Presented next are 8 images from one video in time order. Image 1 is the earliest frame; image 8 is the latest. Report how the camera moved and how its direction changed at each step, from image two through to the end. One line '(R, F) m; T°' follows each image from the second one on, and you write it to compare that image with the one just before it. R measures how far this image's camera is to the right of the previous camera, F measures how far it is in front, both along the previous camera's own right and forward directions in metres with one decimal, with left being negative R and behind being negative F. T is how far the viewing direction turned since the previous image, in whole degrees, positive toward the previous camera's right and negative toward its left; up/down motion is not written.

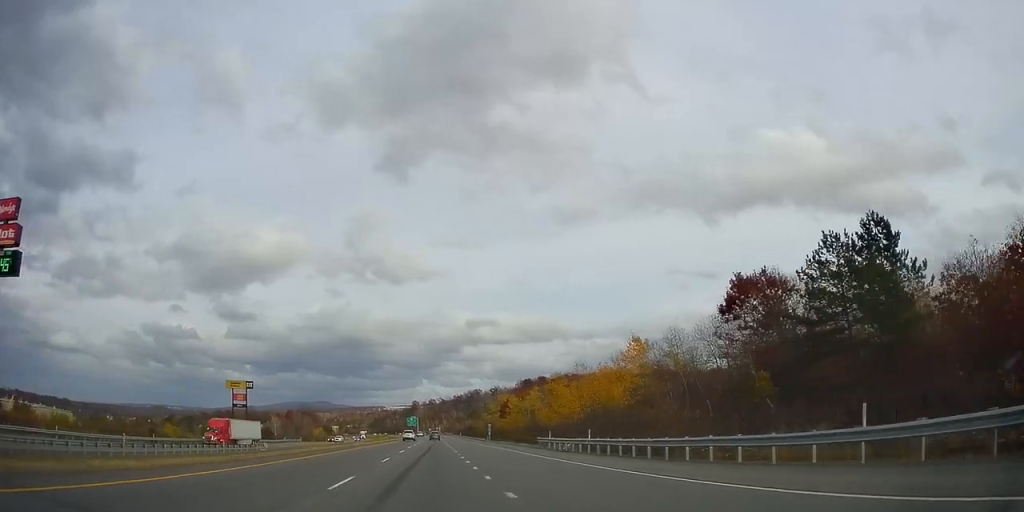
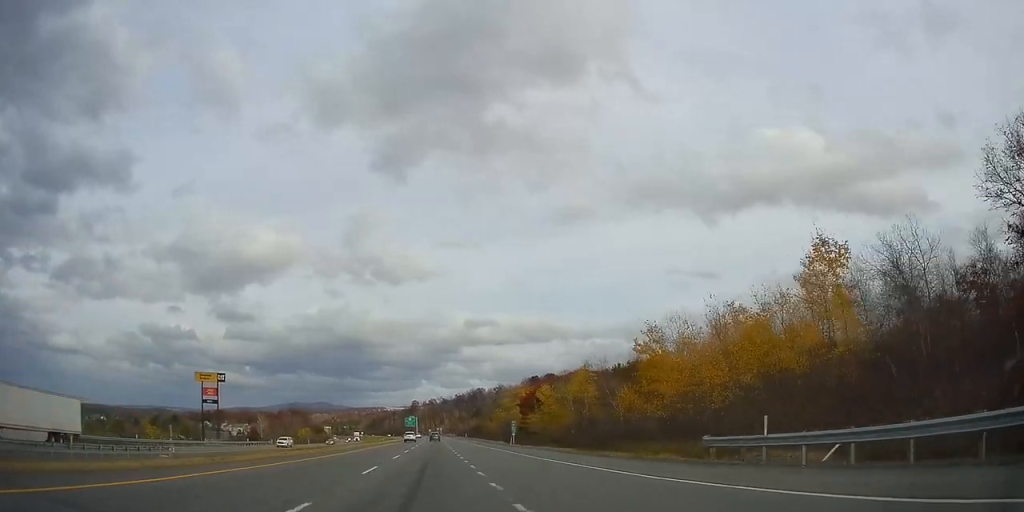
(-0.1, +30.2) m; +1°
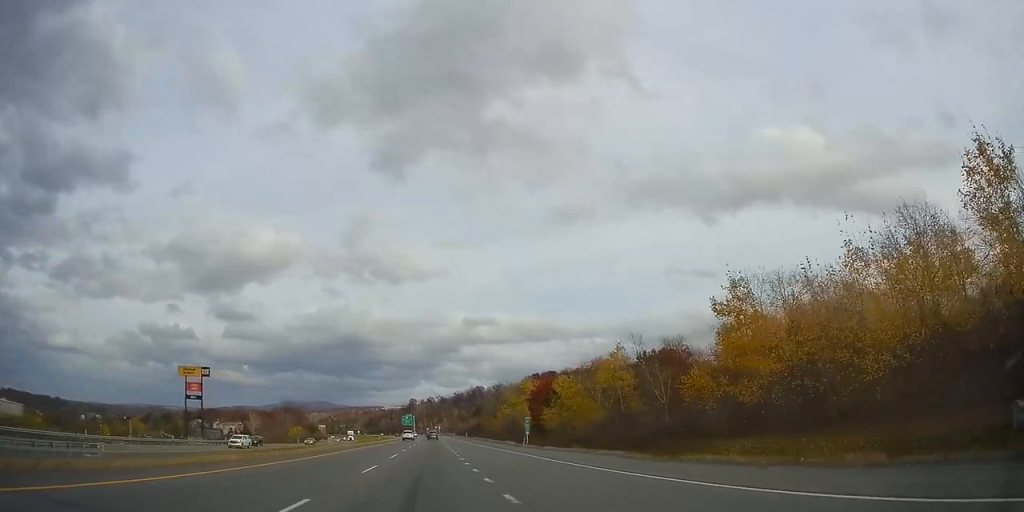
(0.0, +11.8) m; 0°
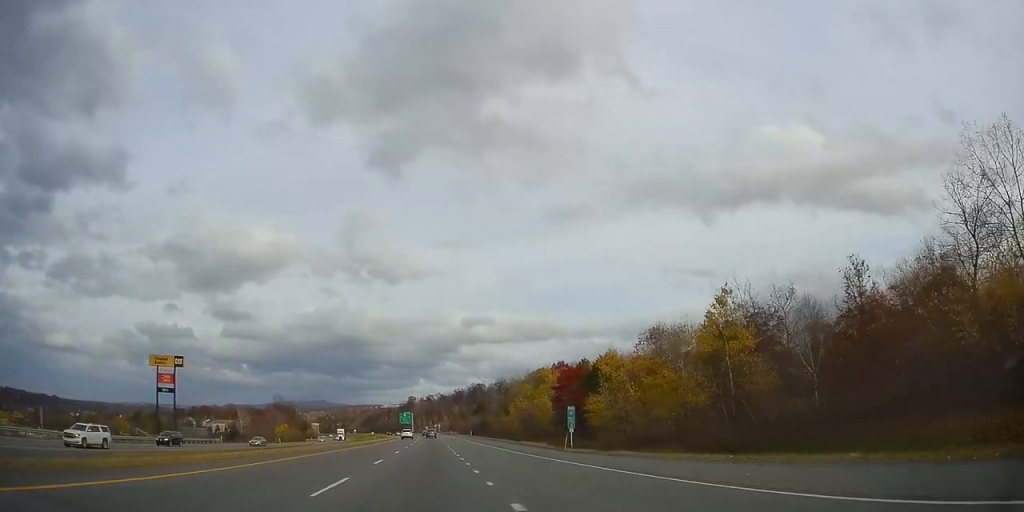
(+0.4, +19.2) m; 0°
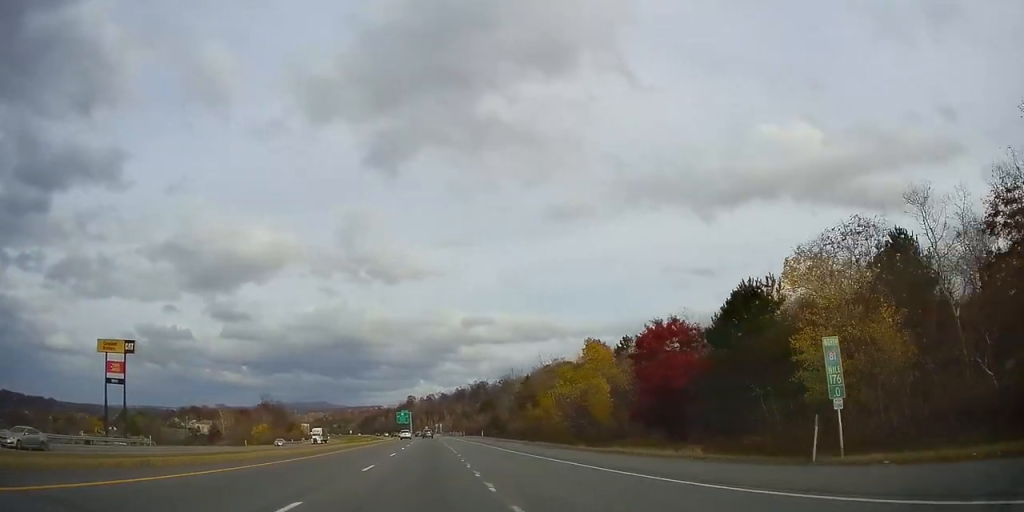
(-0.2, +27.7) m; -1°
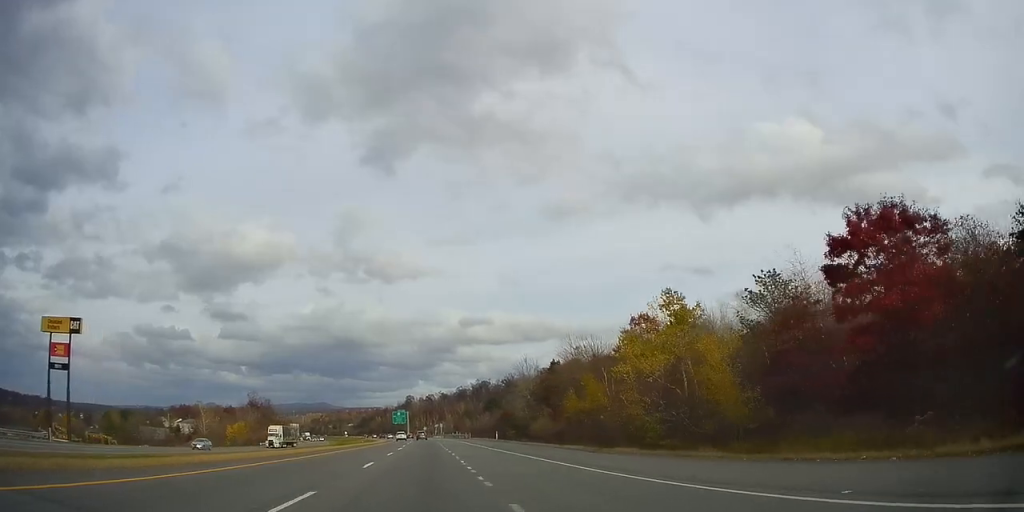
(-0.1, +22.9) m; 0°
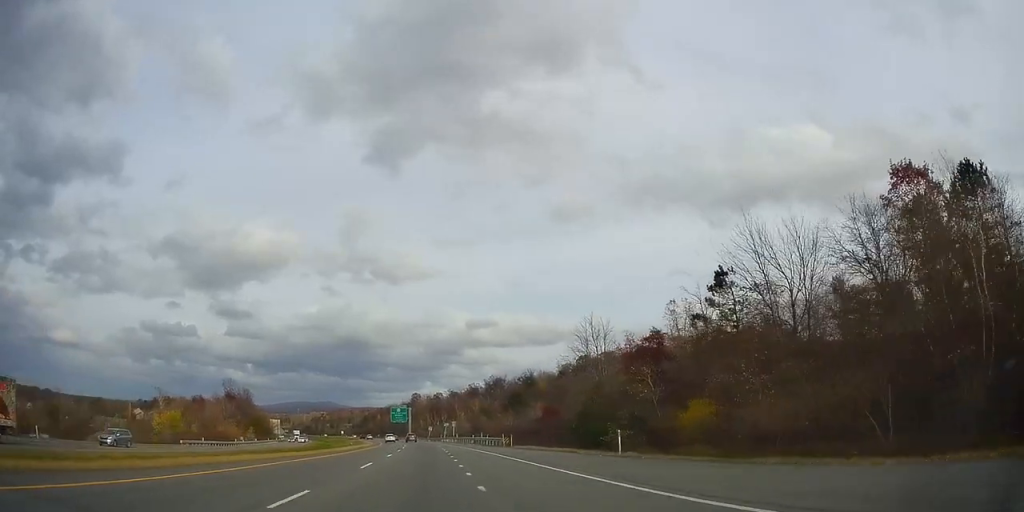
(+0.7, +47.3) m; +1°
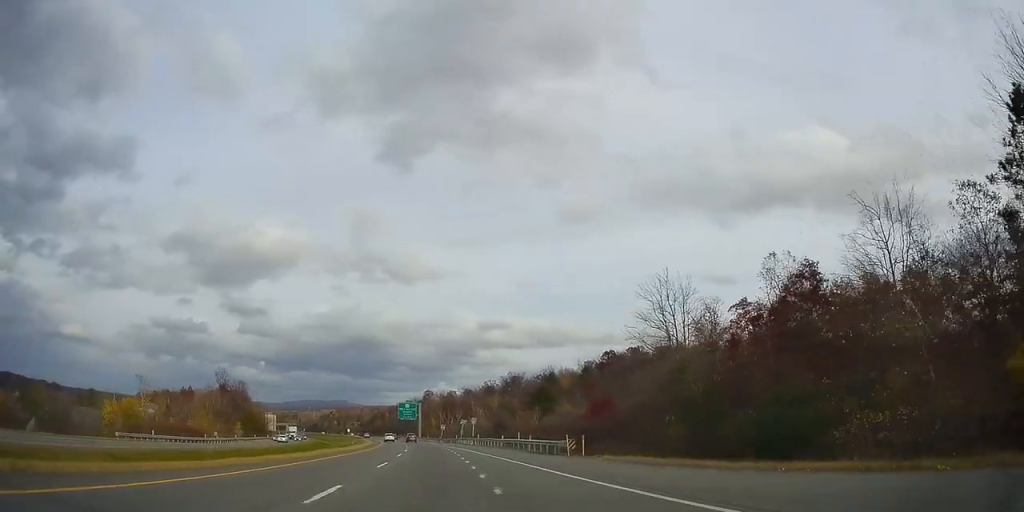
(0.0, +22.9) m; -1°
